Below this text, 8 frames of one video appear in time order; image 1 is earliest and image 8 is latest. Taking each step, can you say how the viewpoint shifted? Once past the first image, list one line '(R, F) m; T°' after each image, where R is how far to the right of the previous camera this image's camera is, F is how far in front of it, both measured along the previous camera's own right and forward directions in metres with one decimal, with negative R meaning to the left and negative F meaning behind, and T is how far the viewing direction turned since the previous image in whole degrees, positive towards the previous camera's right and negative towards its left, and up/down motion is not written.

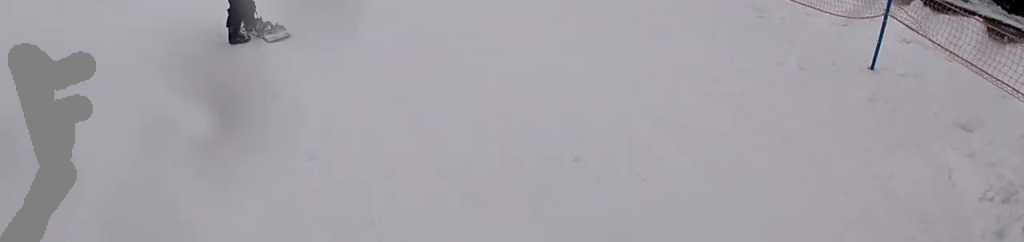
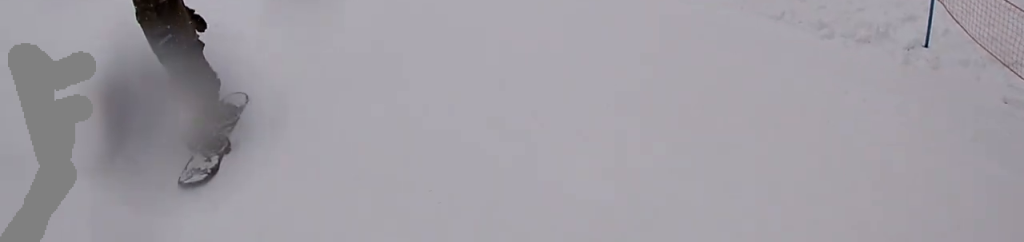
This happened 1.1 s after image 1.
(+0.3, +4.8) m; -1°
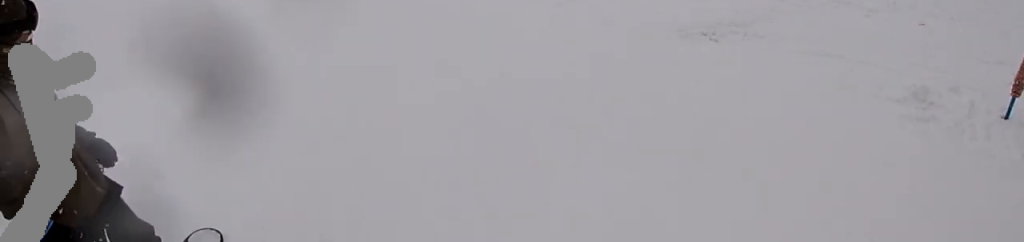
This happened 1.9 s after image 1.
(-0.3, +3.9) m; 0°
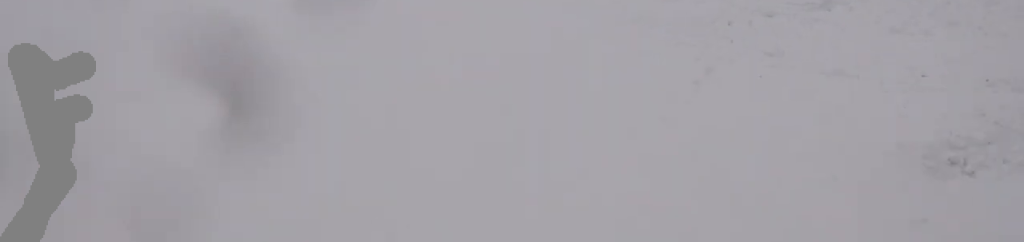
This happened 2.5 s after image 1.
(-0.1, +3.3) m; -3°
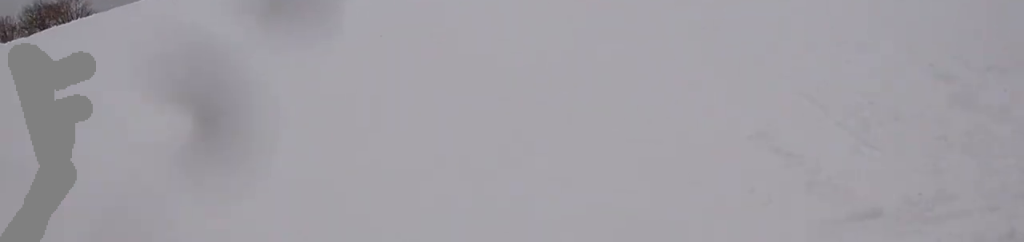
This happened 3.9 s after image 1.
(-0.7, +6.5) m; -24°
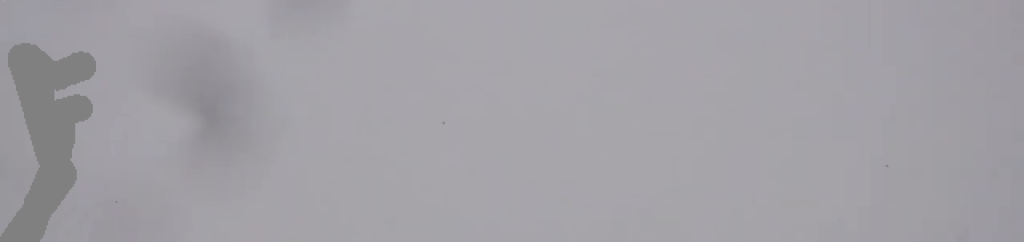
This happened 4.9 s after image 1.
(-0.9, +4.1) m; -5°
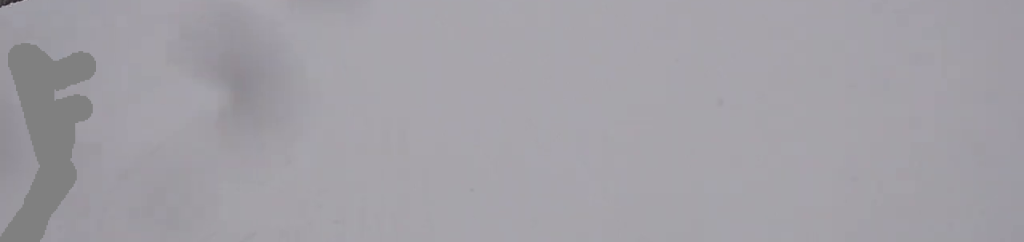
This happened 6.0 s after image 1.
(+0.8, +4.3) m; +18°
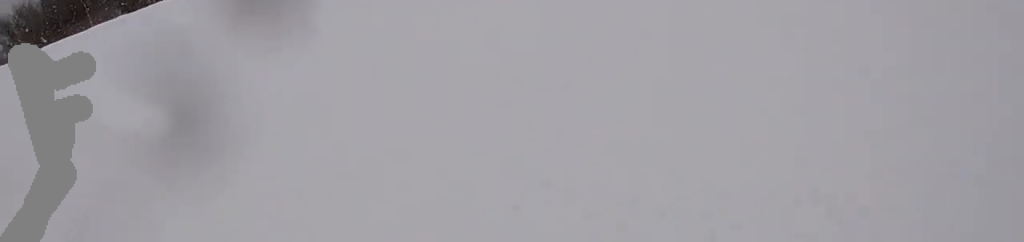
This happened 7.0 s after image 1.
(+0.2, +3.7) m; +4°
